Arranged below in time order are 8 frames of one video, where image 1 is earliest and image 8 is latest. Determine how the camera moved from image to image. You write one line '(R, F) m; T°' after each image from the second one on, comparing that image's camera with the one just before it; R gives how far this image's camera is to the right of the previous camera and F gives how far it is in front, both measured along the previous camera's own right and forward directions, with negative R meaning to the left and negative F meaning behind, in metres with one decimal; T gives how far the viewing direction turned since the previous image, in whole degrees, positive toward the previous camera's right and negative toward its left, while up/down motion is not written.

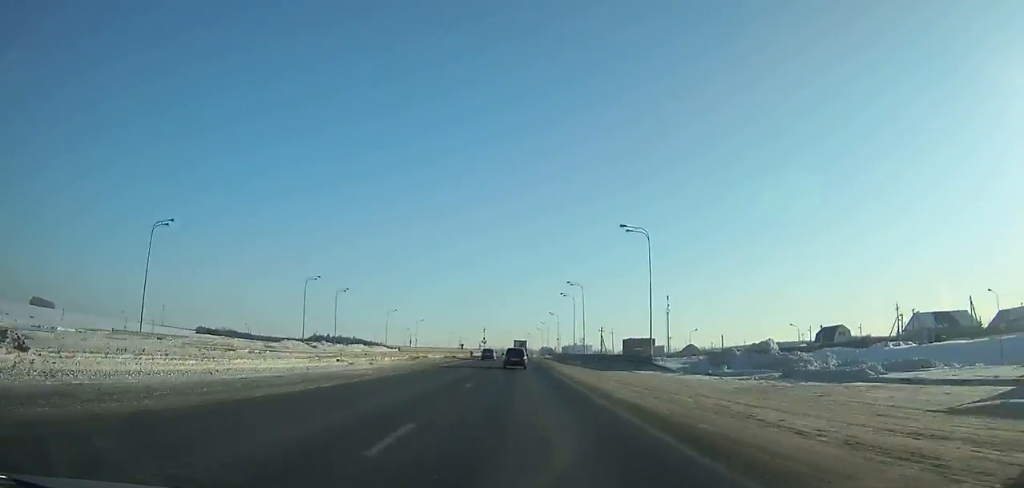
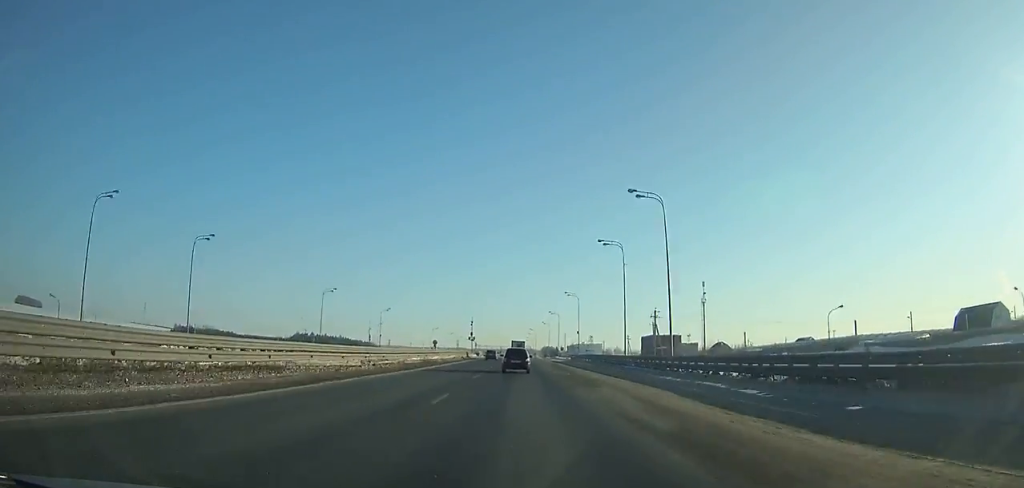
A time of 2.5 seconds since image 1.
(+0.2, +54.5) m; 0°
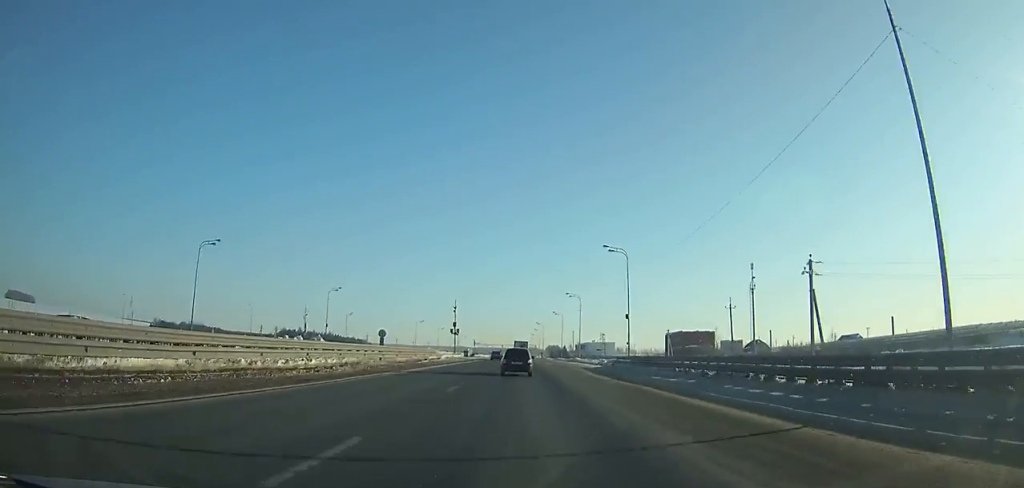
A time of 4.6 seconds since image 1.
(-0.1, +46.0) m; 0°
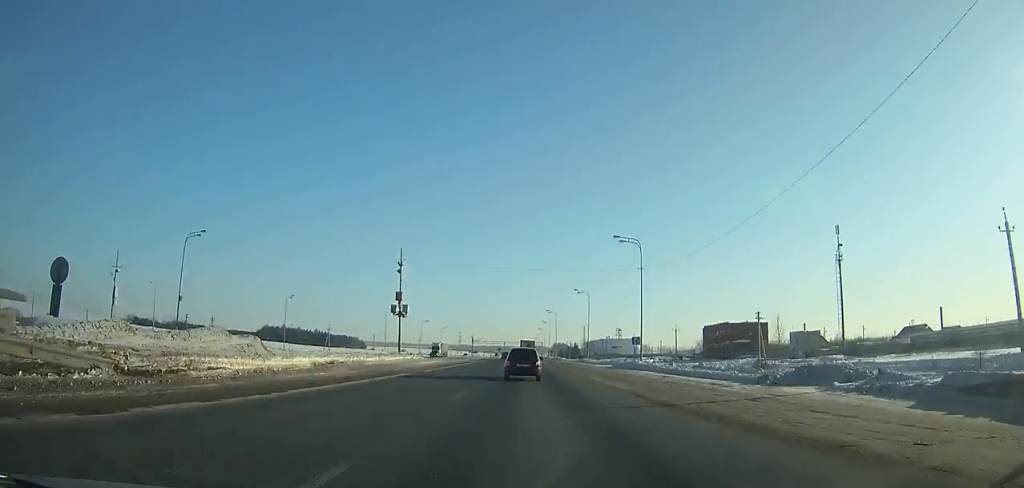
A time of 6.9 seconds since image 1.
(-0.2, +50.9) m; -1°
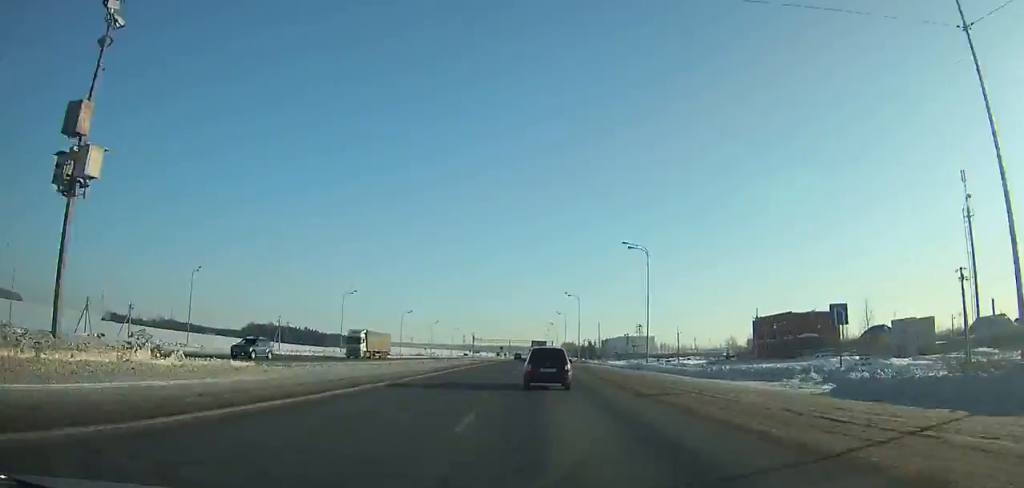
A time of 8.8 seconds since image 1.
(-0.2, +42.6) m; 0°
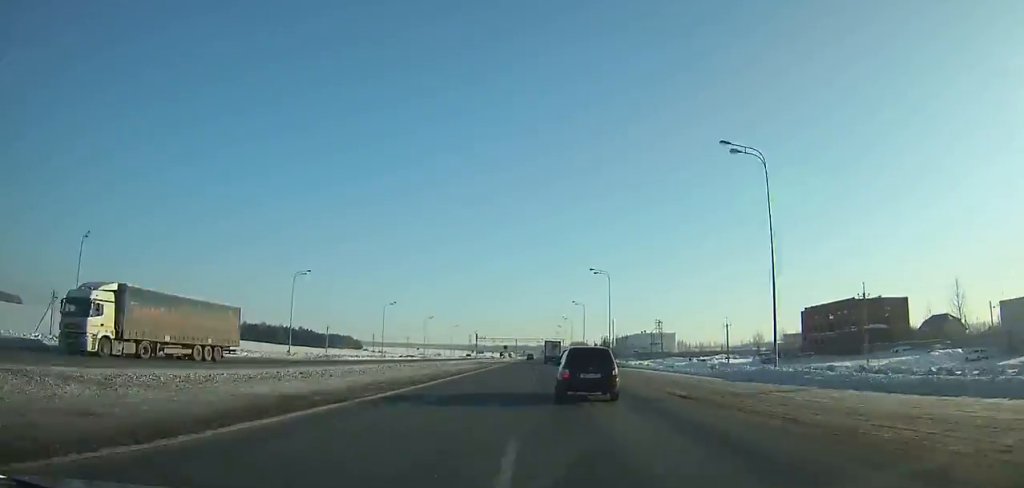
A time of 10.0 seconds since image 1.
(-0.1, +27.5) m; 0°
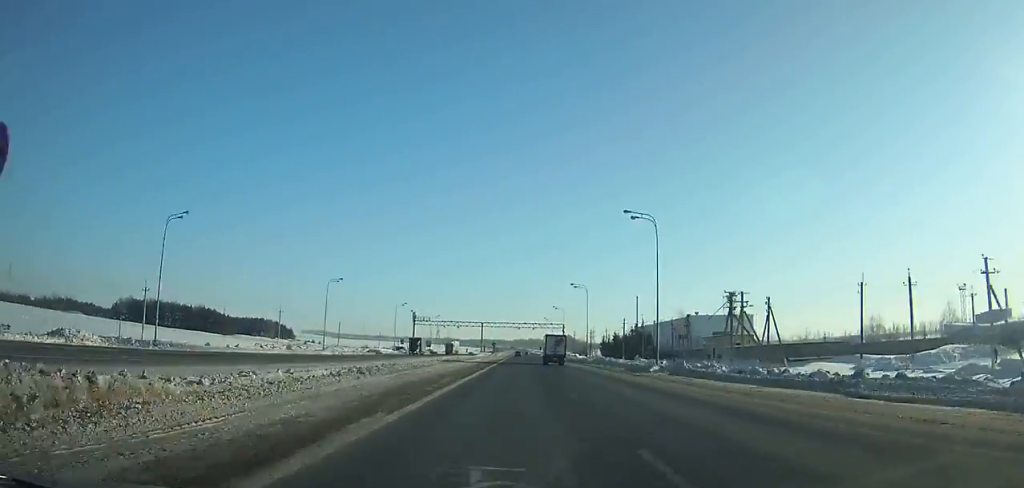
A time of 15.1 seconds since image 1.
(+1.2, +118.6) m; +1°
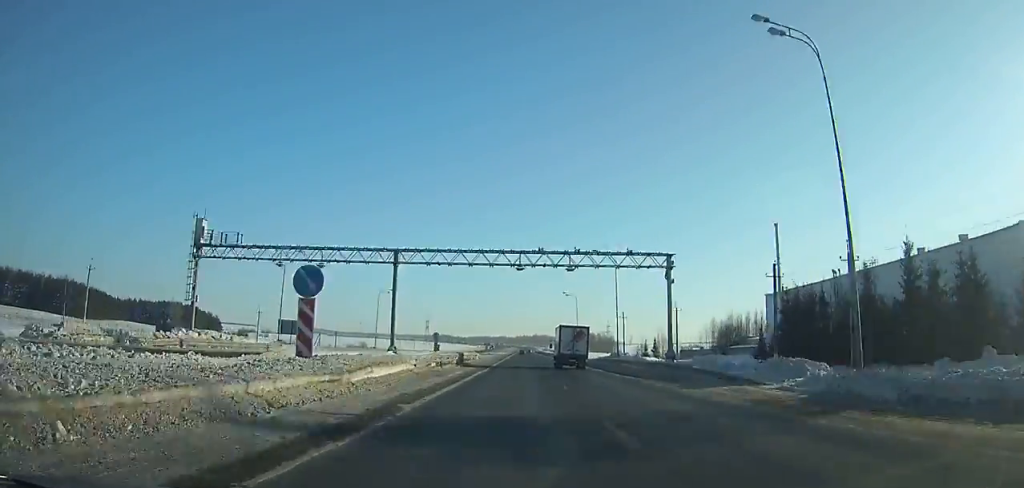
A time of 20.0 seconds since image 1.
(+0.1, +117.0) m; 0°
